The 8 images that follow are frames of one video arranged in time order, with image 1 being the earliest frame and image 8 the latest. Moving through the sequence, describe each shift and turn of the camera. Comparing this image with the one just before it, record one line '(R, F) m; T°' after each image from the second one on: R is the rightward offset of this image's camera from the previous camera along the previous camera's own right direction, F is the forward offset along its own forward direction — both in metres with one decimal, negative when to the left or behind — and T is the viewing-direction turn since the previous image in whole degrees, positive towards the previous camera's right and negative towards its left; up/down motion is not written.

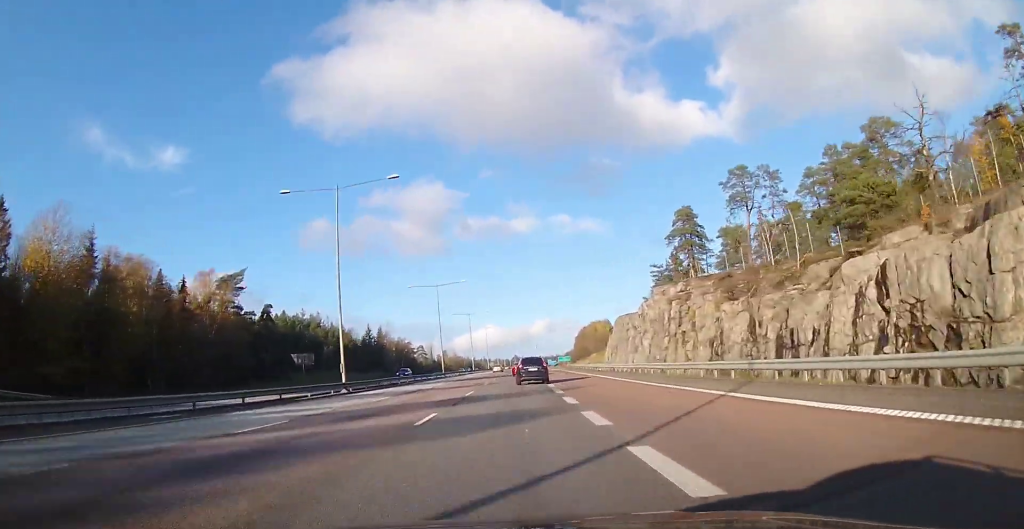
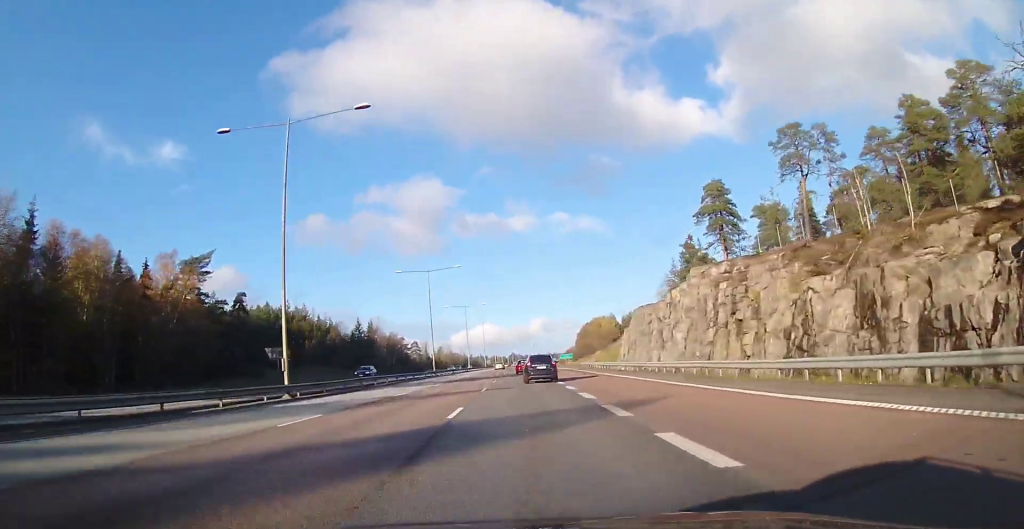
(0.0, +10.8) m; +1°
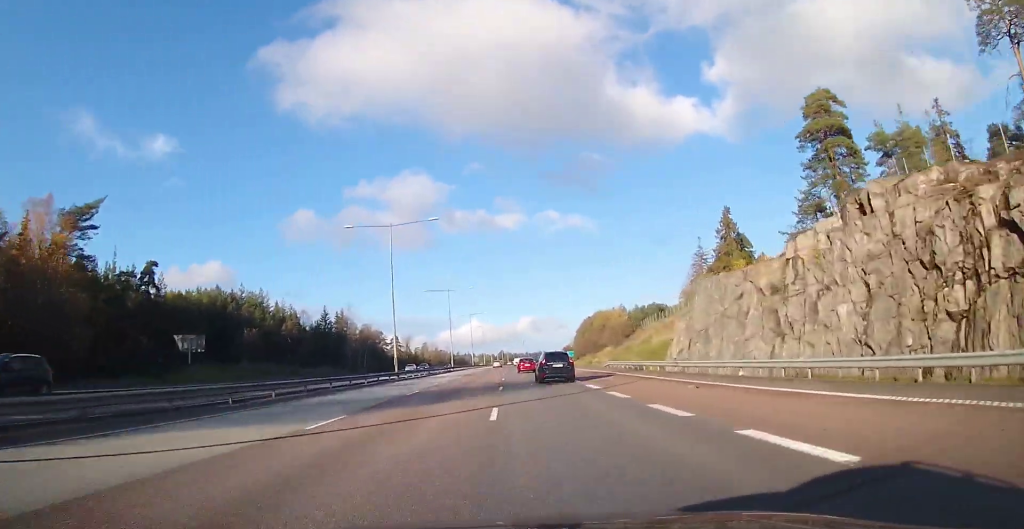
(+0.5, +24.2) m; +1°
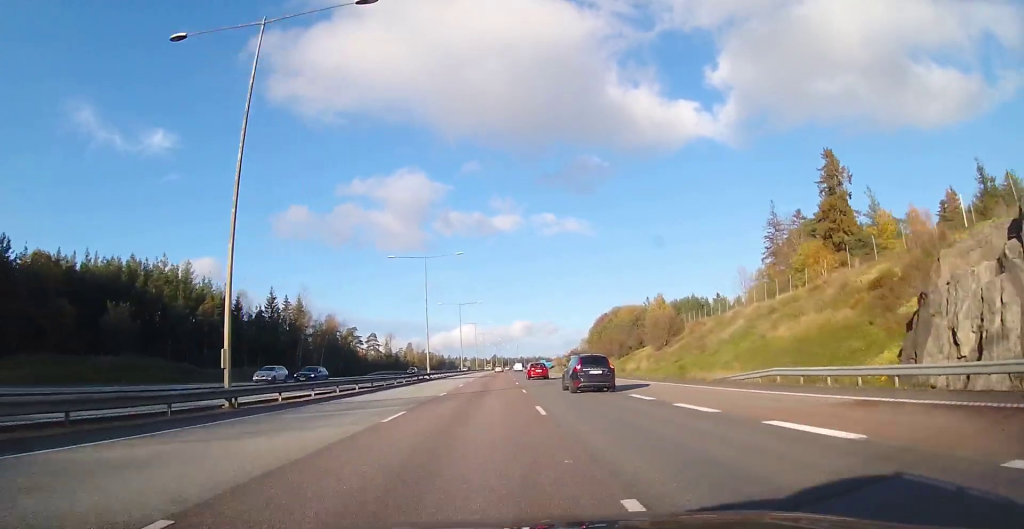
(0.0, +33.4) m; 0°
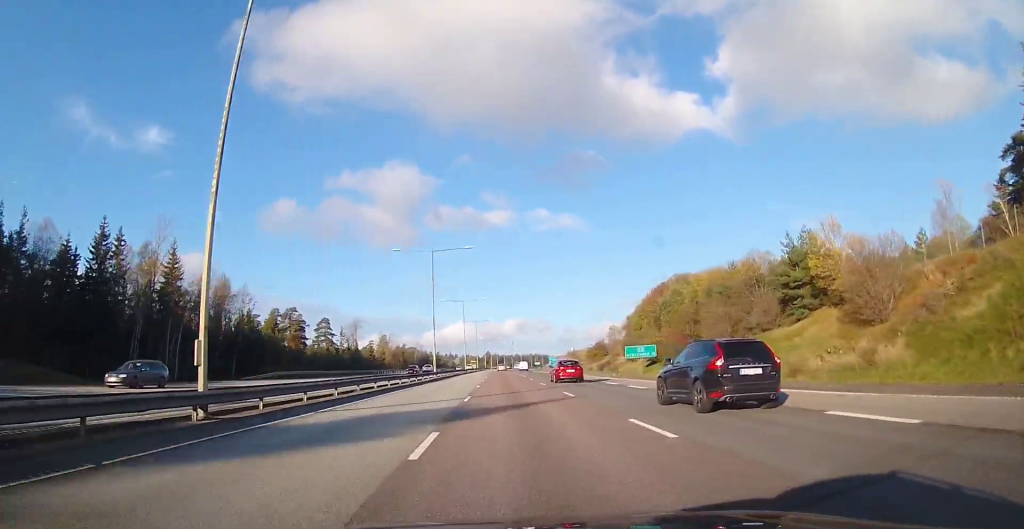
(+0.4, +51.9) m; +1°
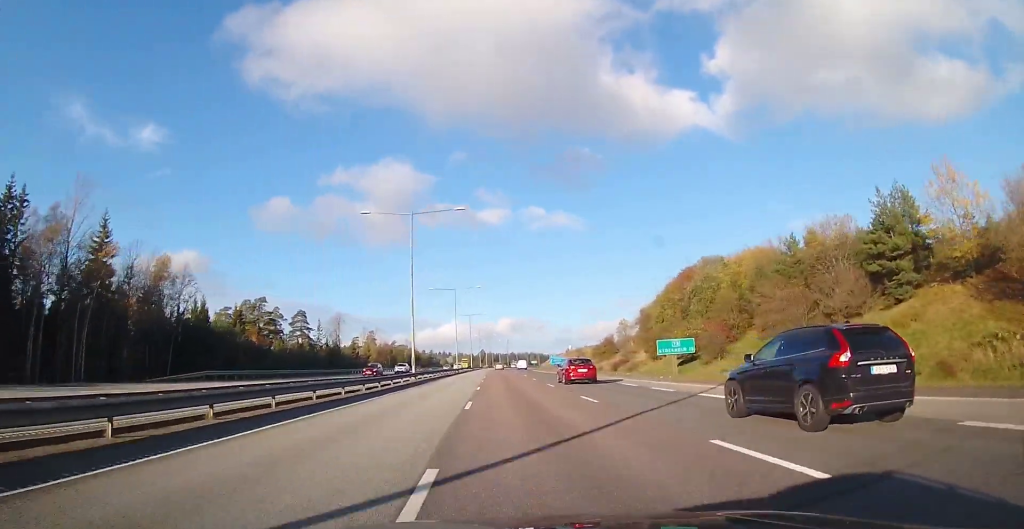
(+0.2, +15.7) m; 0°
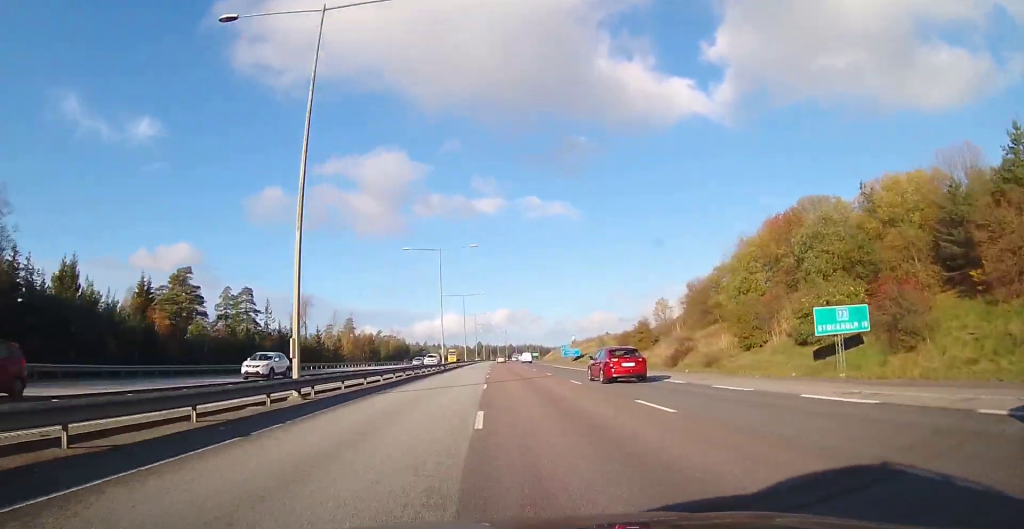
(0.0, +29.6) m; 0°
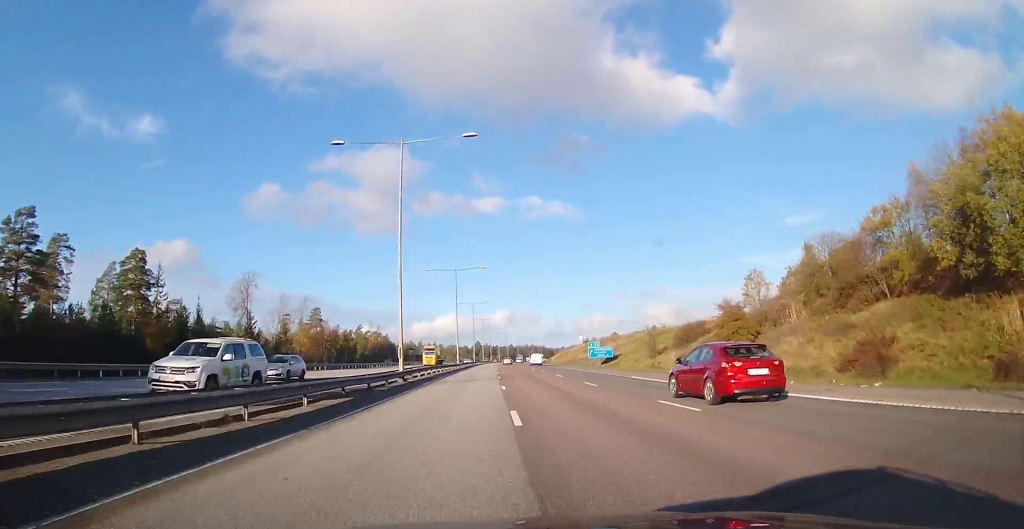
(-0.2, +35.7) m; 0°
